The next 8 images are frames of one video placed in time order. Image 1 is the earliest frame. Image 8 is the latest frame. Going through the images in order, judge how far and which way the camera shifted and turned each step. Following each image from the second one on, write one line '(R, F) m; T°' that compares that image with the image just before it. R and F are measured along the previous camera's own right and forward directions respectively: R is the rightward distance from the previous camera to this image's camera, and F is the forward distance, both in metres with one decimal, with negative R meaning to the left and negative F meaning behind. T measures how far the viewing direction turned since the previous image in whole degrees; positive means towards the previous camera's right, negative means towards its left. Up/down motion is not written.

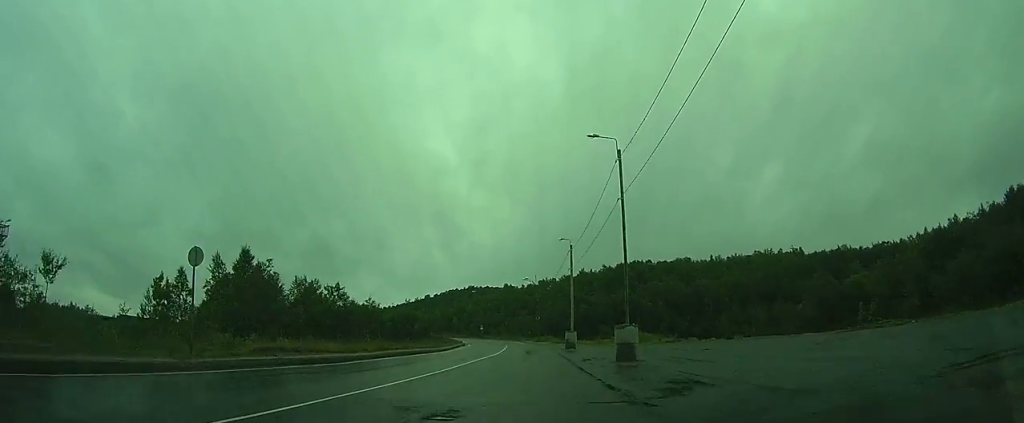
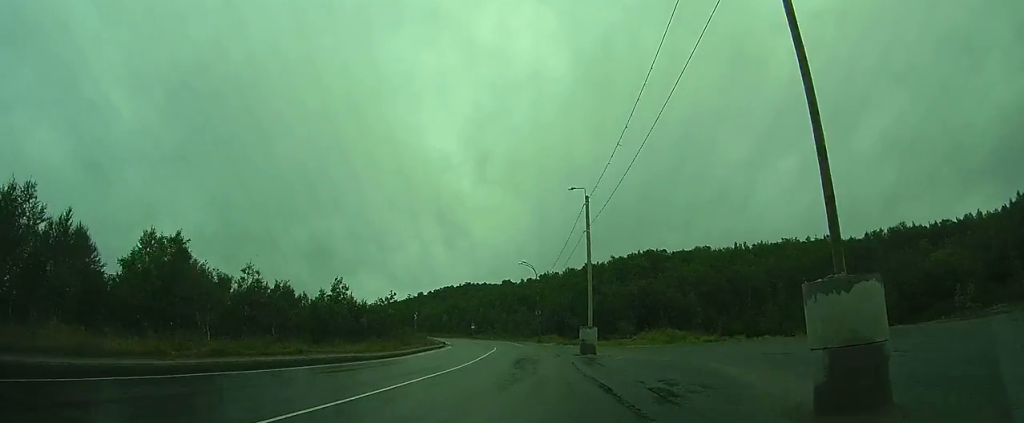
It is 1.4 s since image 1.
(+0.3, +21.8) m; +1°
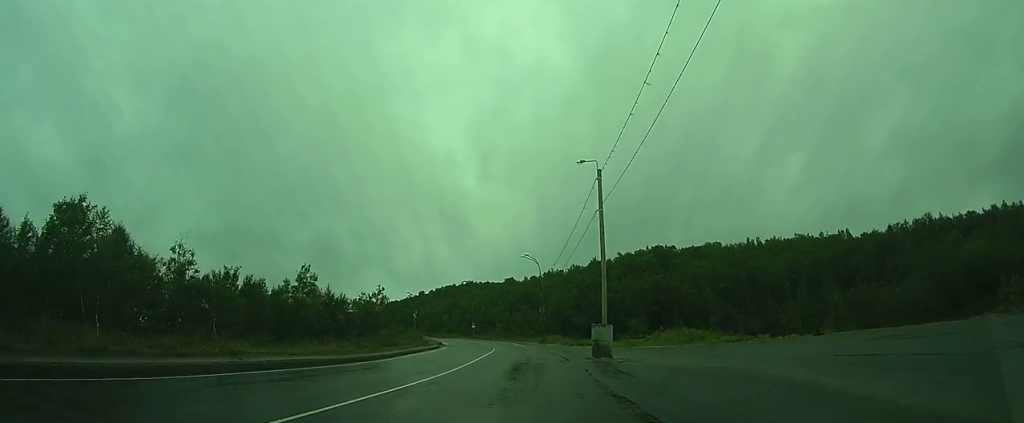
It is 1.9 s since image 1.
(0.0, +6.6) m; 0°
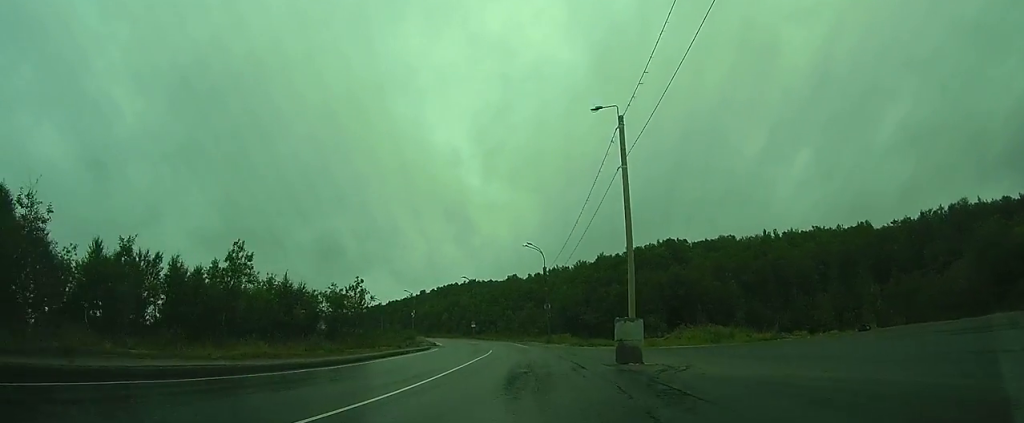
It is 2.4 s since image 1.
(0.0, +8.6) m; 0°
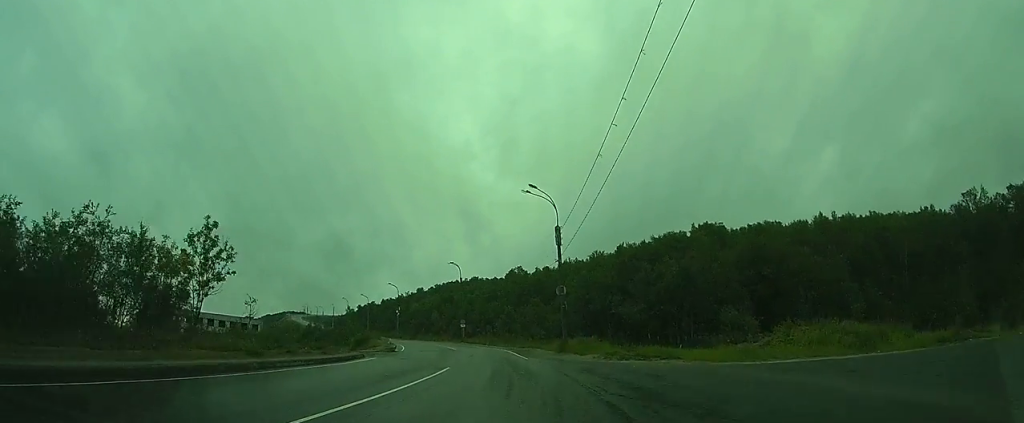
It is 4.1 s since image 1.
(+0.3, +25.0) m; +2°
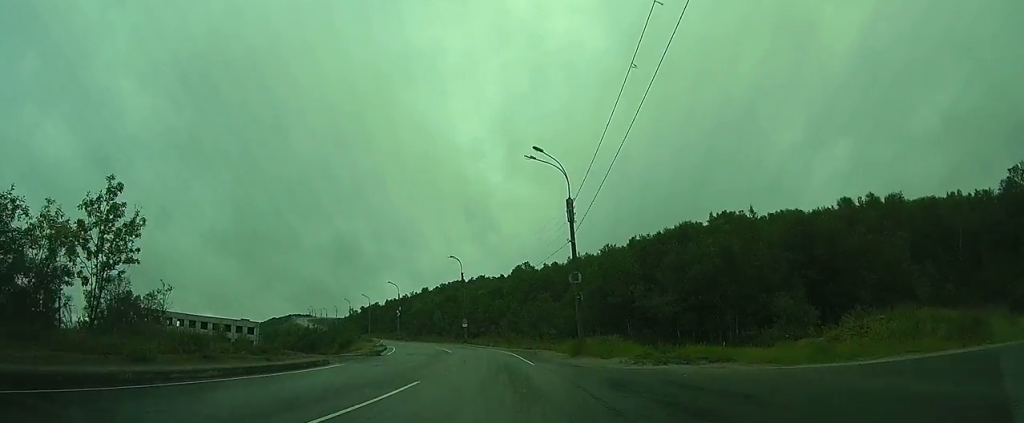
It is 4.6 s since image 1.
(+0.1, +7.4) m; 0°
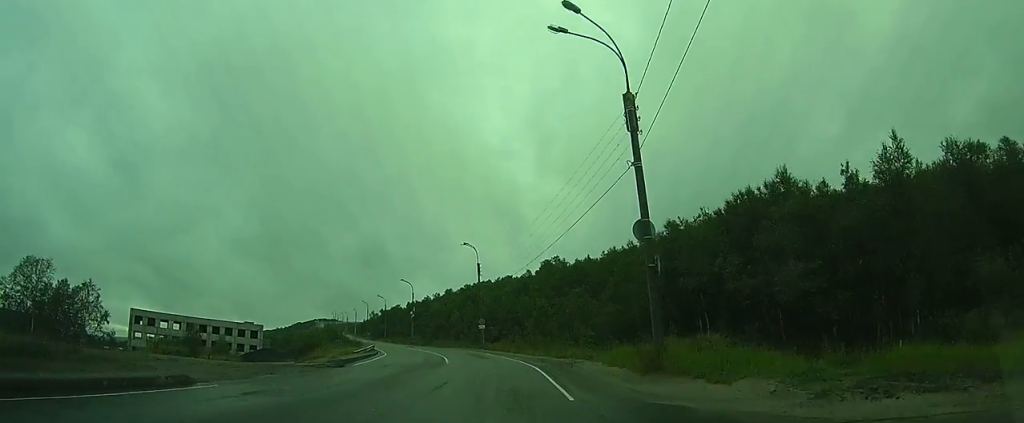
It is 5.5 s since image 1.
(0.0, +13.8) m; 0°
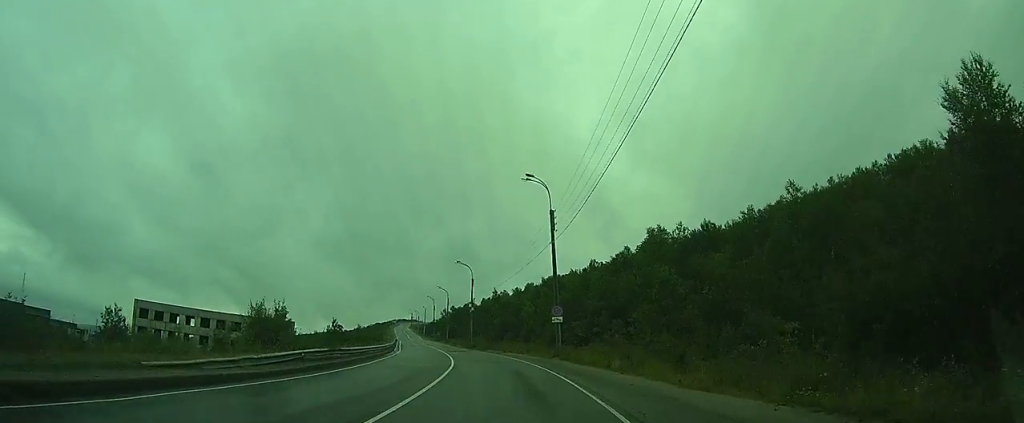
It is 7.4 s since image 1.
(-0.3, +27.3) m; -1°
